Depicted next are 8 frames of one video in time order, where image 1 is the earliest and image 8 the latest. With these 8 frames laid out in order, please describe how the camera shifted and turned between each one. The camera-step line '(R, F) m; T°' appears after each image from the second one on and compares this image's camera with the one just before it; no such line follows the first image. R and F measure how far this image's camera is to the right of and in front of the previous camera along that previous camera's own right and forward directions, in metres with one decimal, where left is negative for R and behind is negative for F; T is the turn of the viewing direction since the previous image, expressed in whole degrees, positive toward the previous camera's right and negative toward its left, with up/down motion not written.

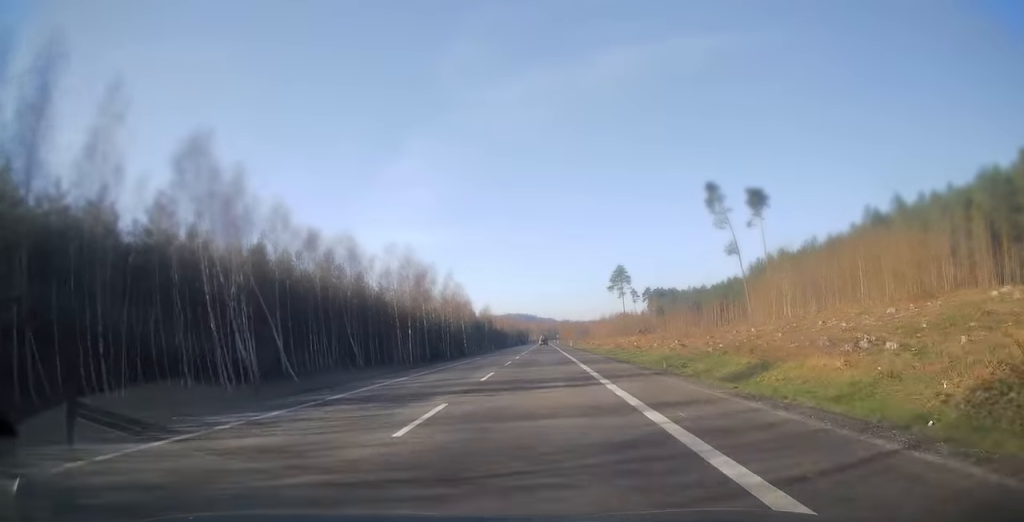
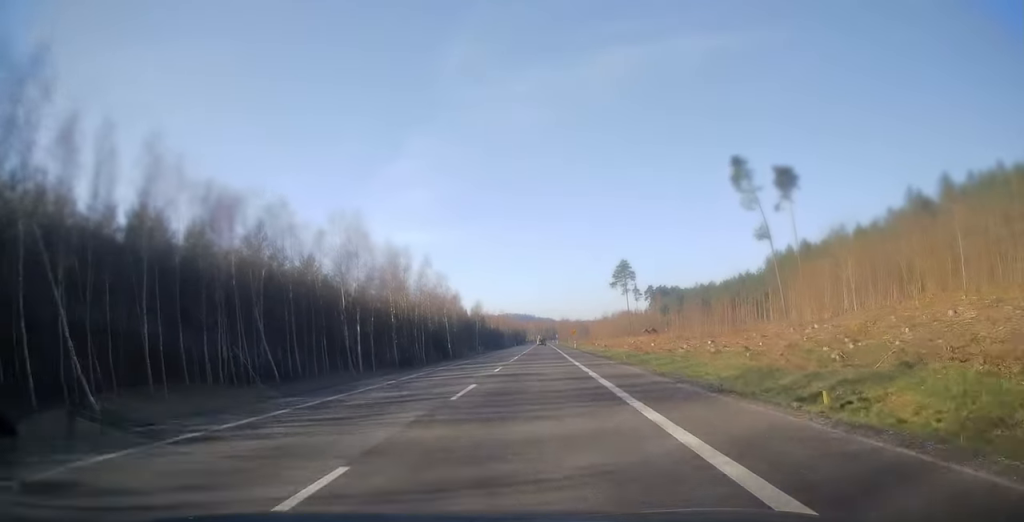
(0.0, +18.2) m; 0°
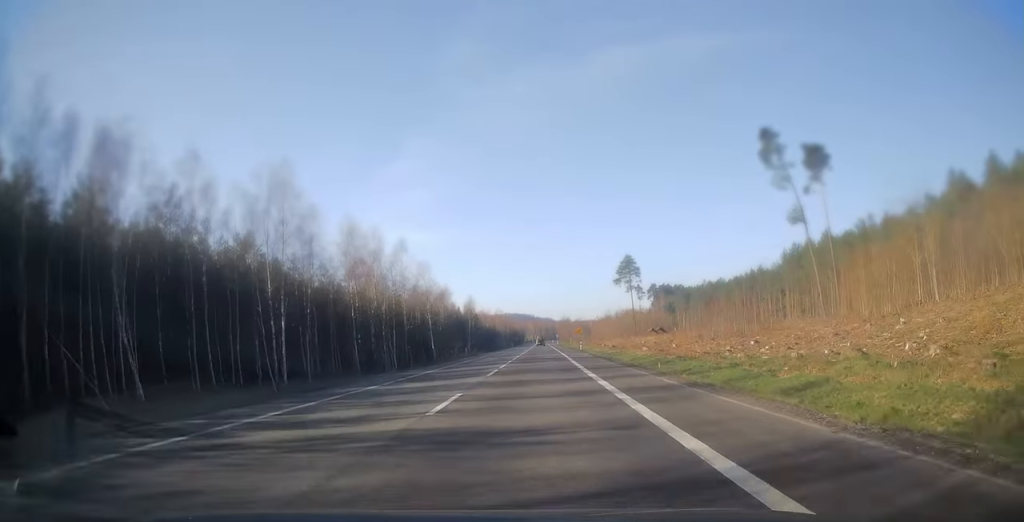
(0.0, +14.7) m; 0°
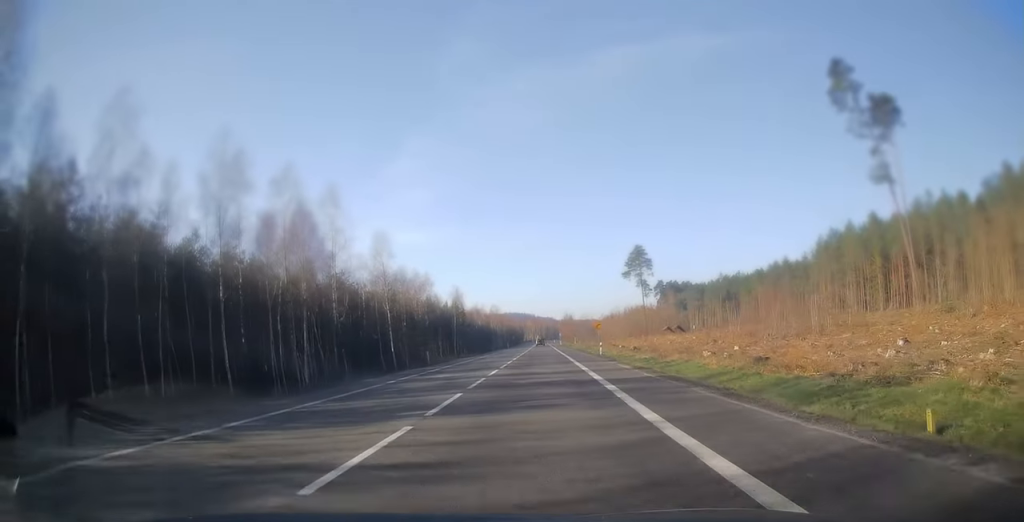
(+0.1, +24.1) m; 0°
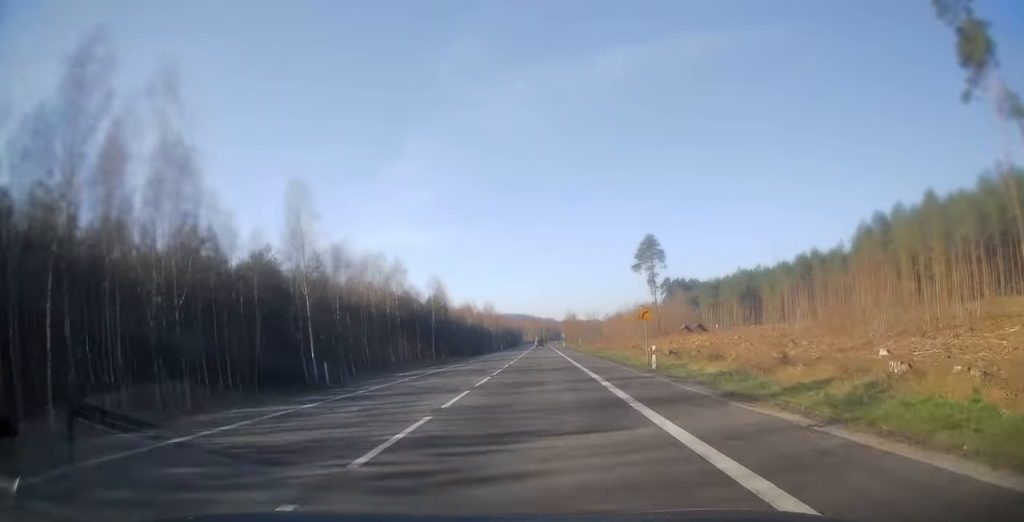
(-0.1, +22.7) m; -1°
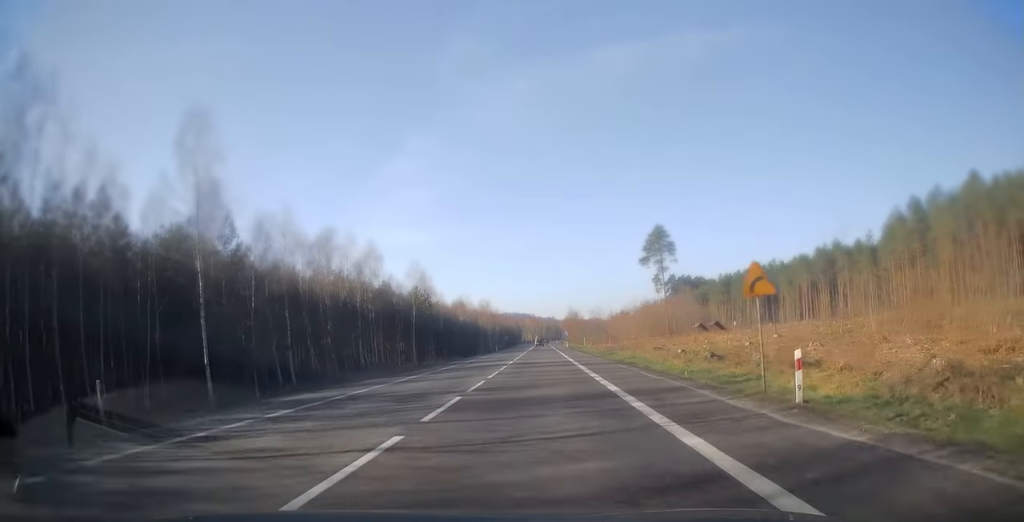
(-0.2, +14.3) m; 0°
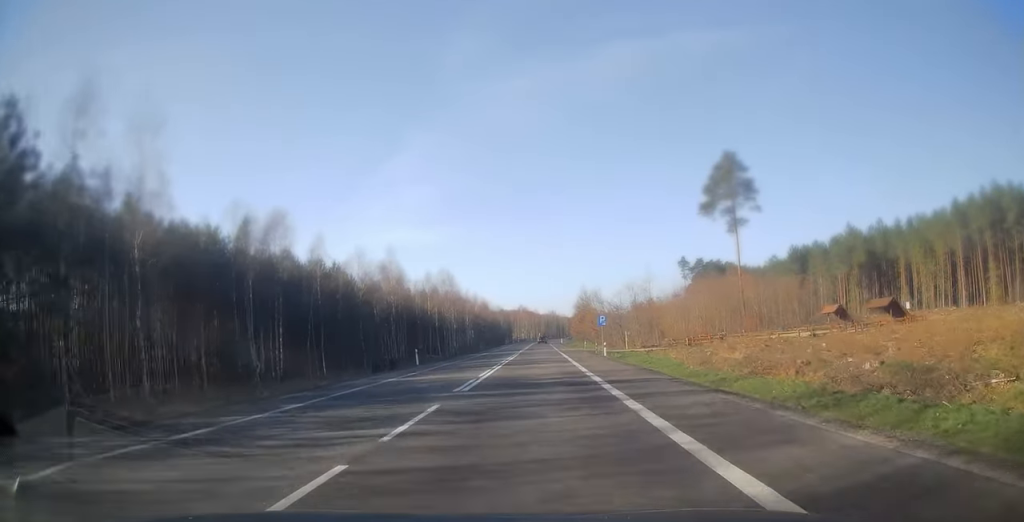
(+0.7, +69.1) m; +1°
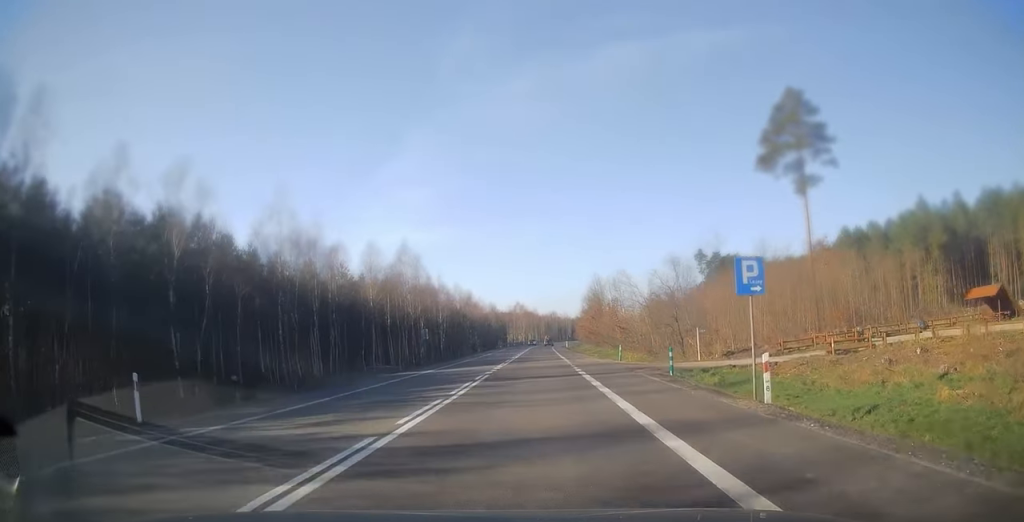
(0.0, +30.2) m; 0°
